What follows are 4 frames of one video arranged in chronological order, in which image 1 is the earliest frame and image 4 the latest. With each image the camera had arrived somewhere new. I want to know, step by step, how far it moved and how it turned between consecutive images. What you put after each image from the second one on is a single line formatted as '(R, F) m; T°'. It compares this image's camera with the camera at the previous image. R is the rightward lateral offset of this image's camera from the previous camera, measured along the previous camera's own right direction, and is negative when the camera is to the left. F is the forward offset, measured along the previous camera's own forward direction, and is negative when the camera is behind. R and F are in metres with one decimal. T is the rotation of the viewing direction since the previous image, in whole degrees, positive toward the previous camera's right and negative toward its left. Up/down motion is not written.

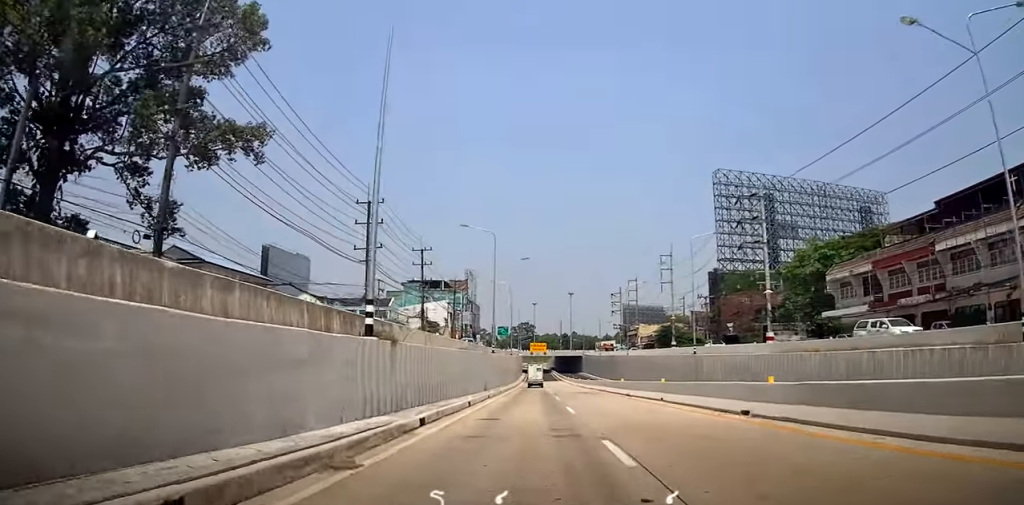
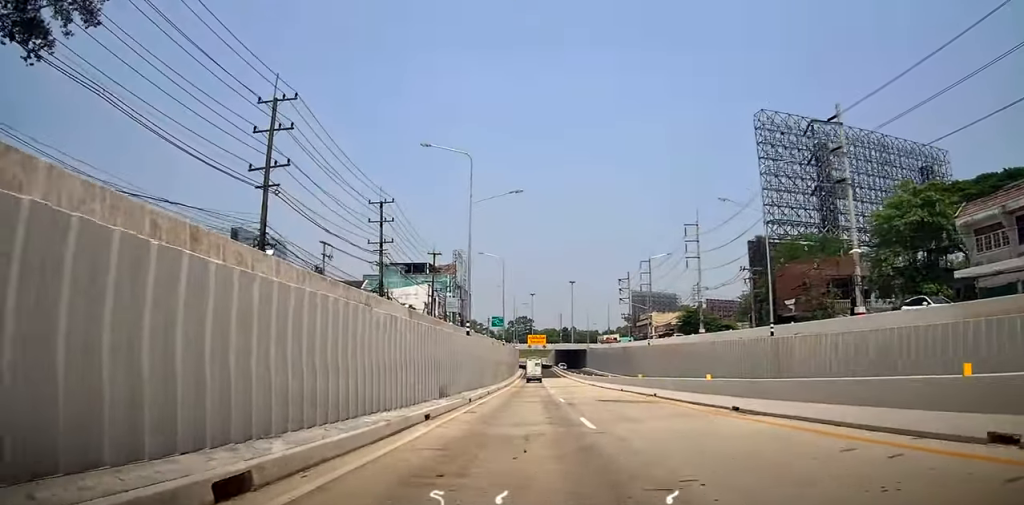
(+0.1, +17.5) m; 0°
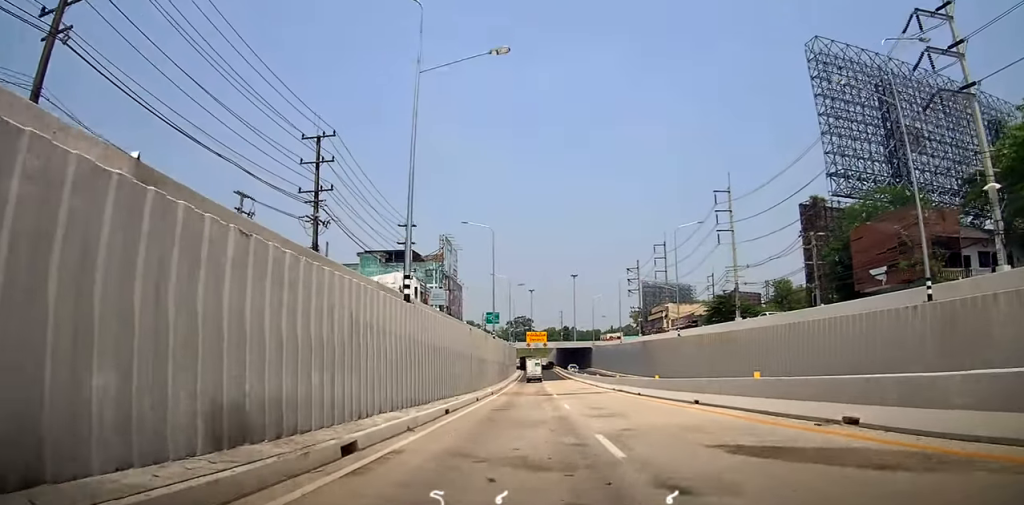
(0.0, +14.9) m; 0°
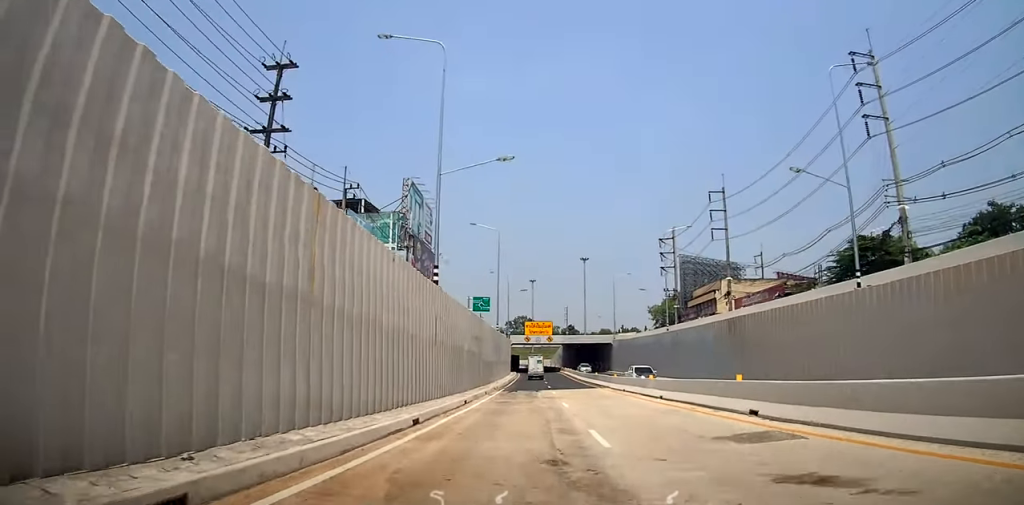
(-0.3, +31.5) m; 0°
